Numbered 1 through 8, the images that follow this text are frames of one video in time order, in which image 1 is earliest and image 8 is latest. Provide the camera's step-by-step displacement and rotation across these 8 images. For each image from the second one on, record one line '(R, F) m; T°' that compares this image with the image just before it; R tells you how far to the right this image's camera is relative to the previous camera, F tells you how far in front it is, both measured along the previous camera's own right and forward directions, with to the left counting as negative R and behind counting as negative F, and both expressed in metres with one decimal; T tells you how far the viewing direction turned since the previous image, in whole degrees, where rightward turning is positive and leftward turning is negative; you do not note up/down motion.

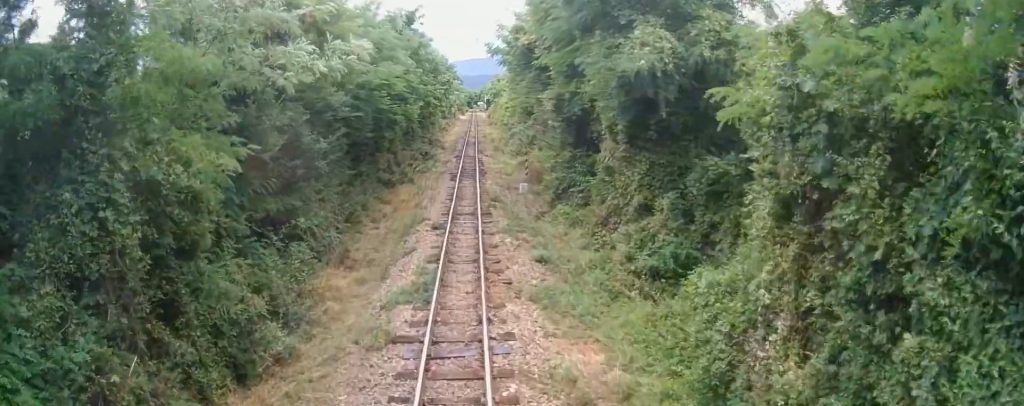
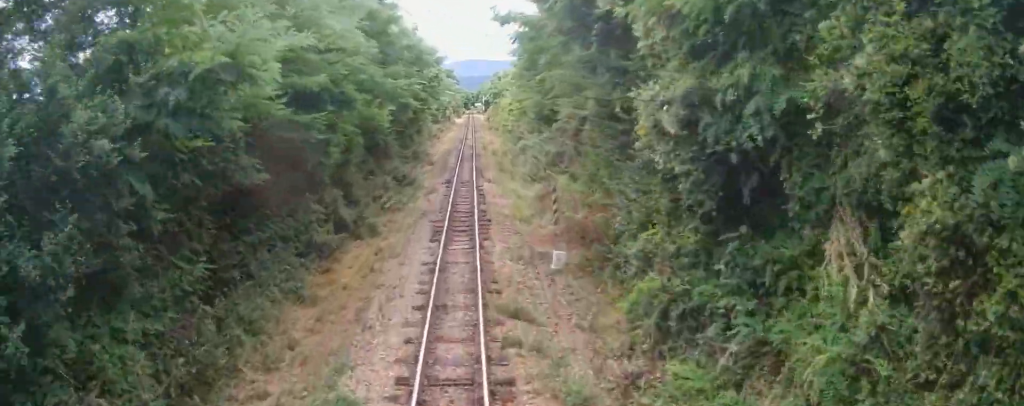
(0.0, +11.4) m; +1°
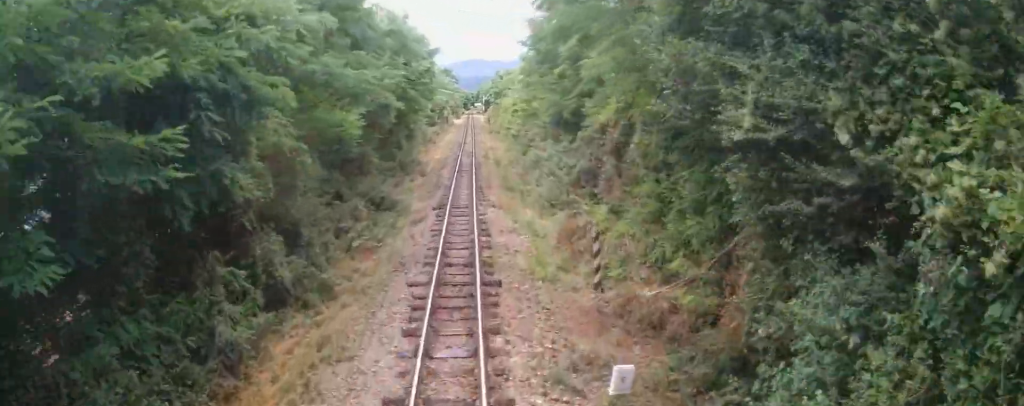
(+0.1, +6.4) m; +1°
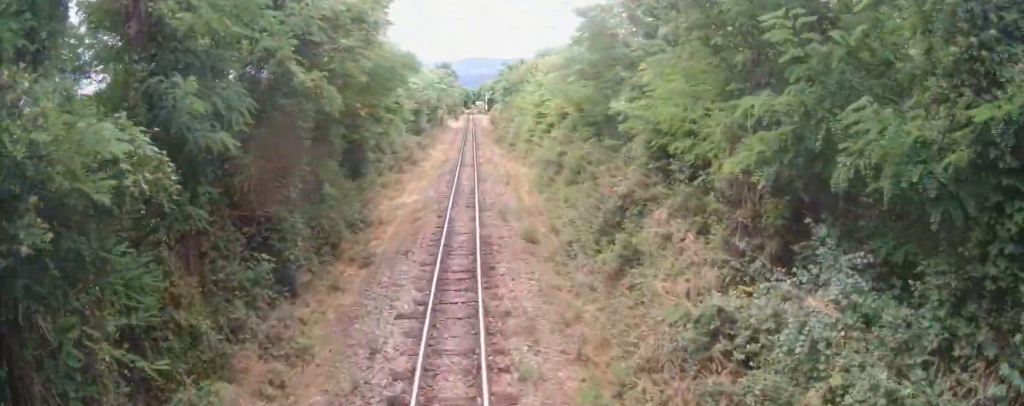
(+0.1, +18.4) m; 0°
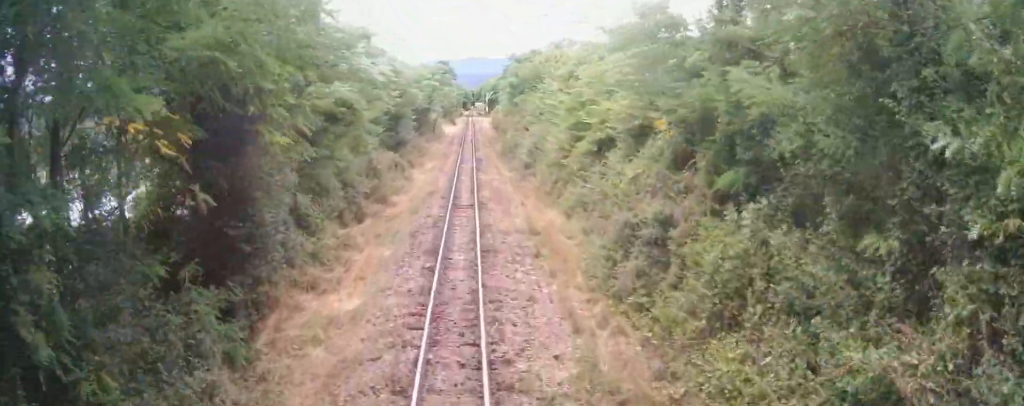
(0.0, +11.9) m; 0°
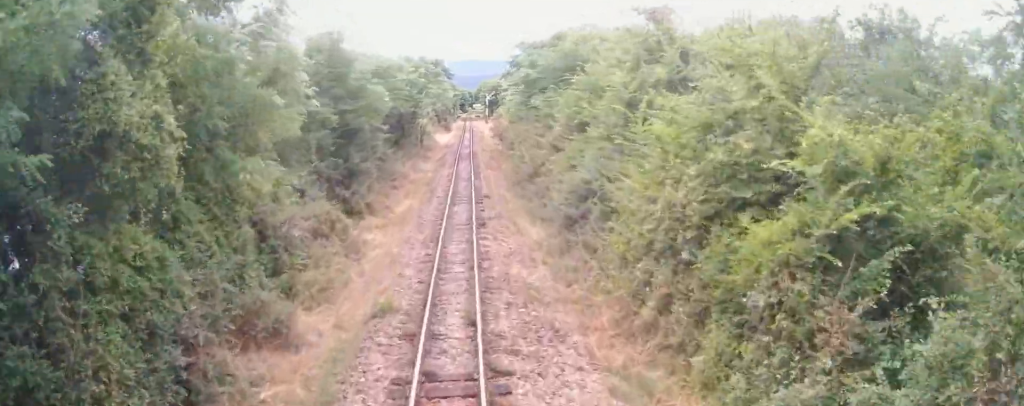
(0.0, +12.8) m; 0°
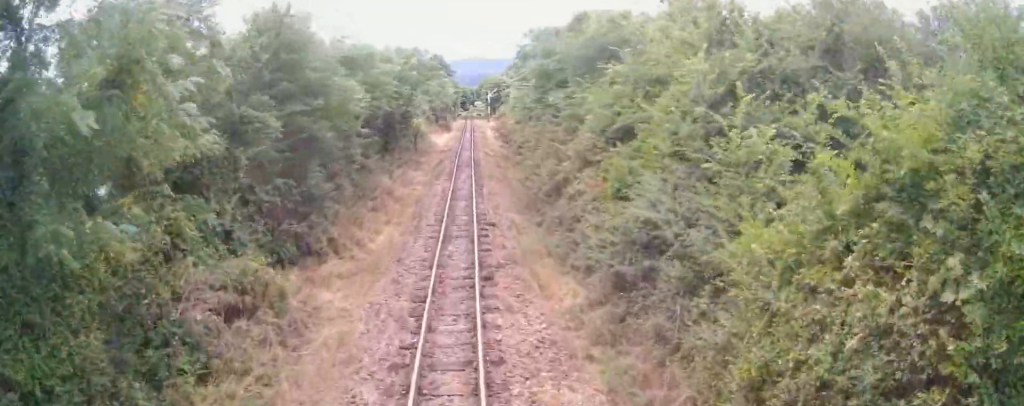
(0.0, +5.6) m; 0°
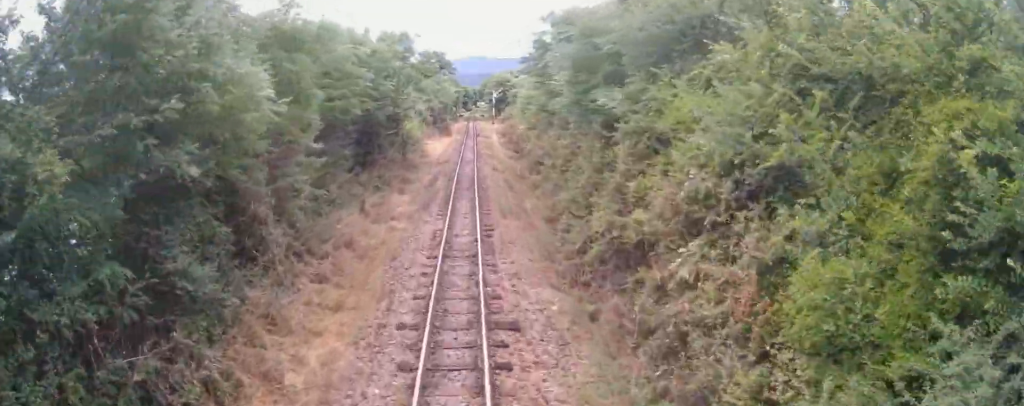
(0.0, +7.8) m; 0°
